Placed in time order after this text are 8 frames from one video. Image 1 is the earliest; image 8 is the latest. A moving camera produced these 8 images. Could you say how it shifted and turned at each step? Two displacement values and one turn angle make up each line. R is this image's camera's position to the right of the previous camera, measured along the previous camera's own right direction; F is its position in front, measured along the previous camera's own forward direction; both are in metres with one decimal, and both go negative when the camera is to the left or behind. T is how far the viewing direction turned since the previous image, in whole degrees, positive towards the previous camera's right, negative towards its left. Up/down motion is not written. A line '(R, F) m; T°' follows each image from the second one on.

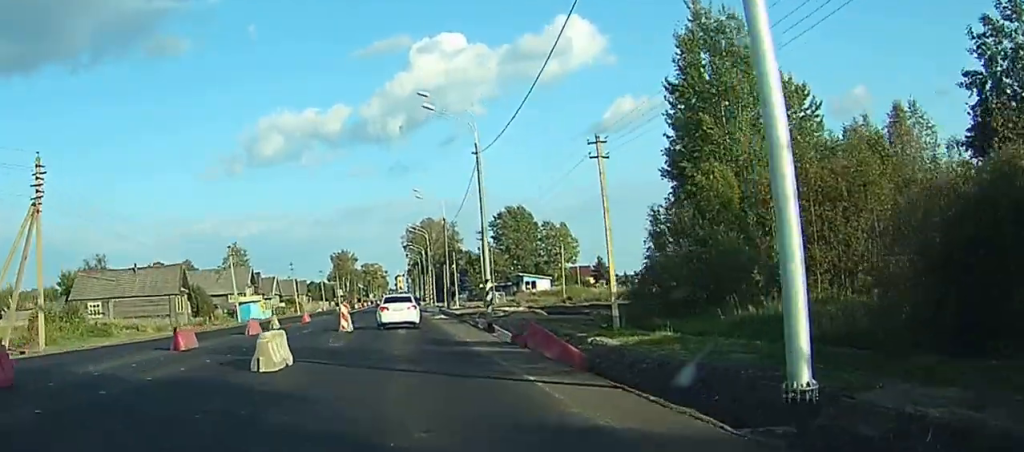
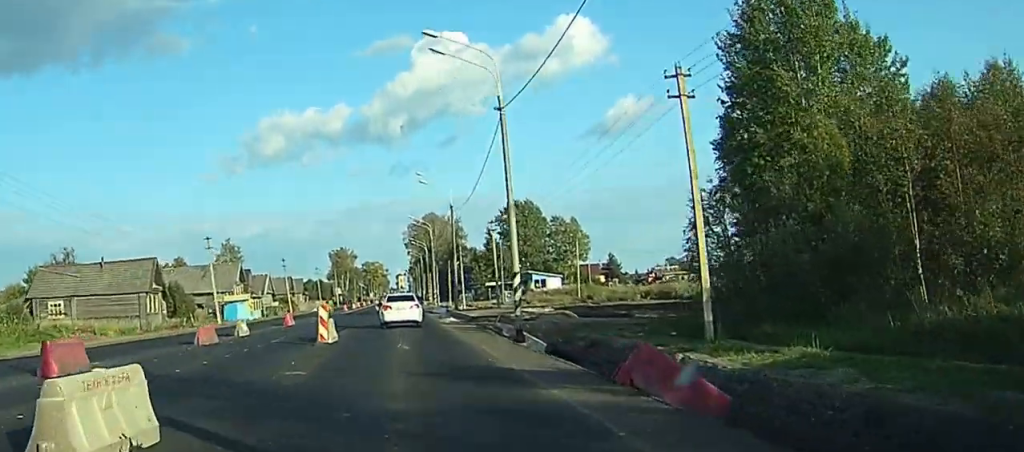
(0.0, +9.7) m; 0°
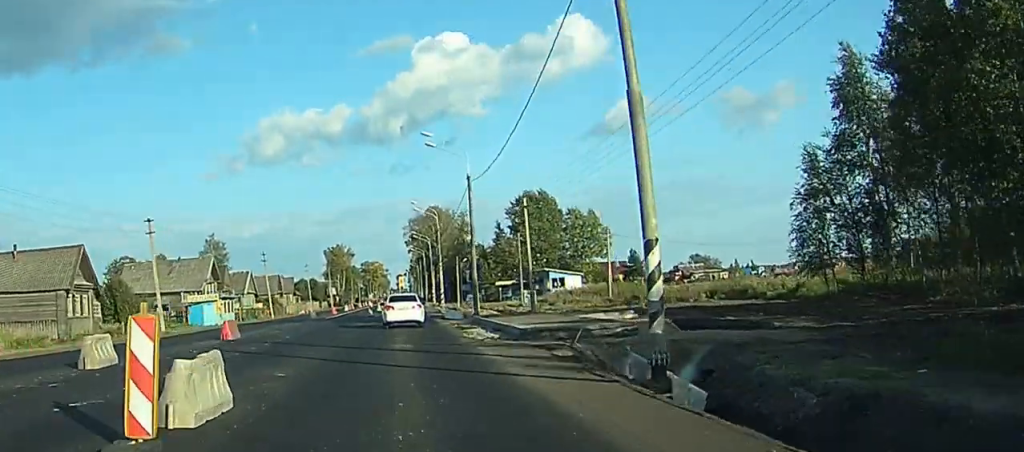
(+0.1, +17.2) m; 0°
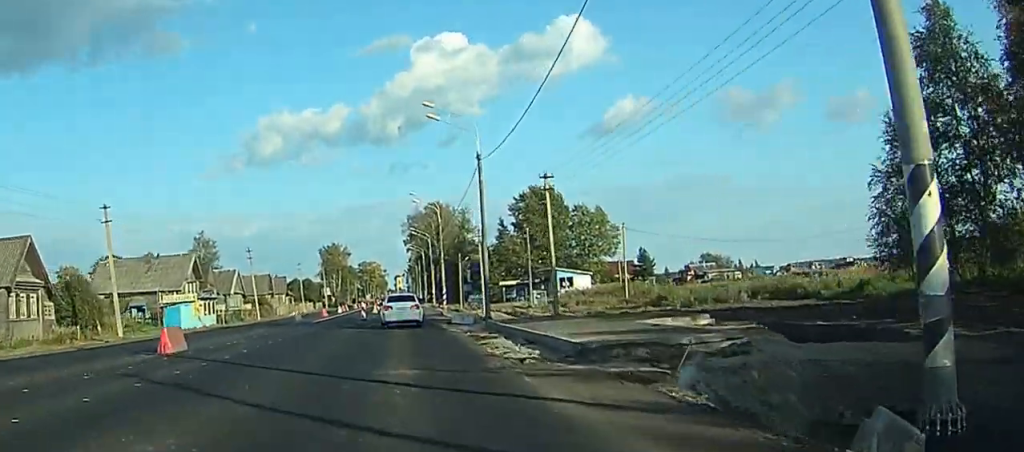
(0.0, +8.1) m; 0°
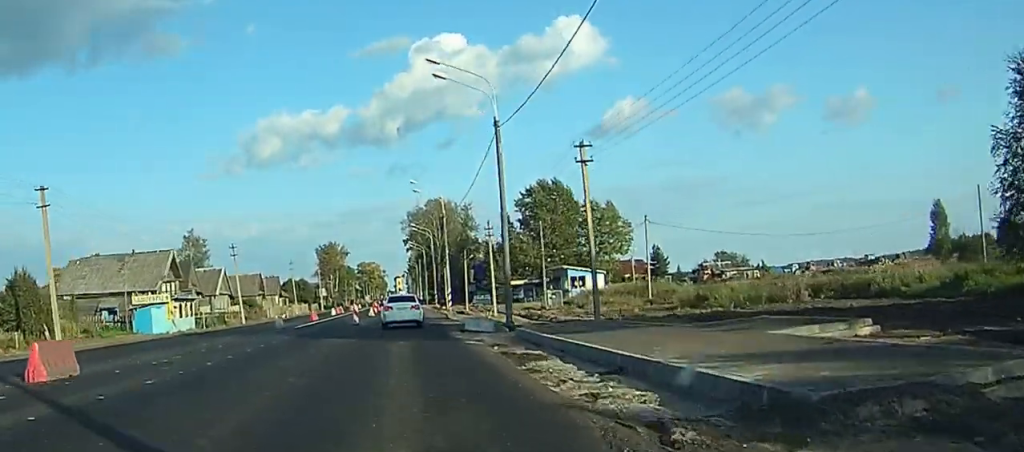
(0.0, +8.6) m; 0°
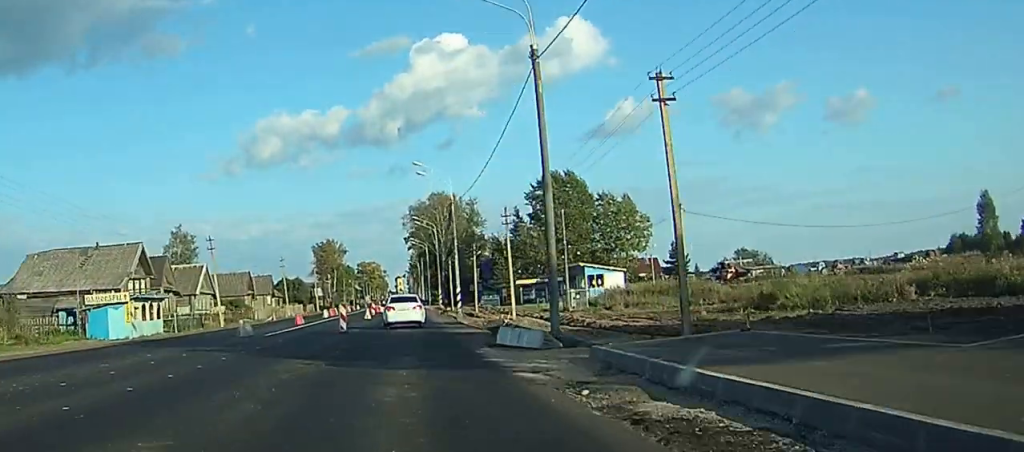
(0.0, +10.4) m; 0°
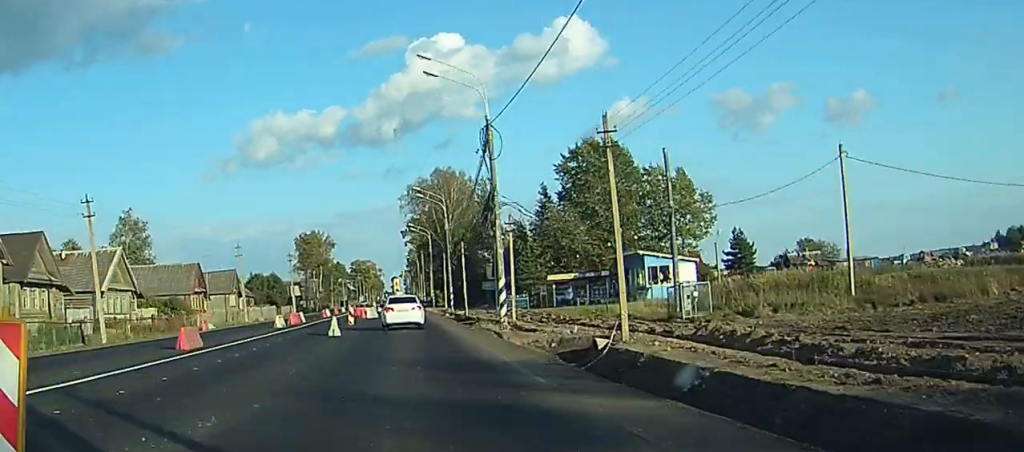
(+0.1, +29.6) m; +2°
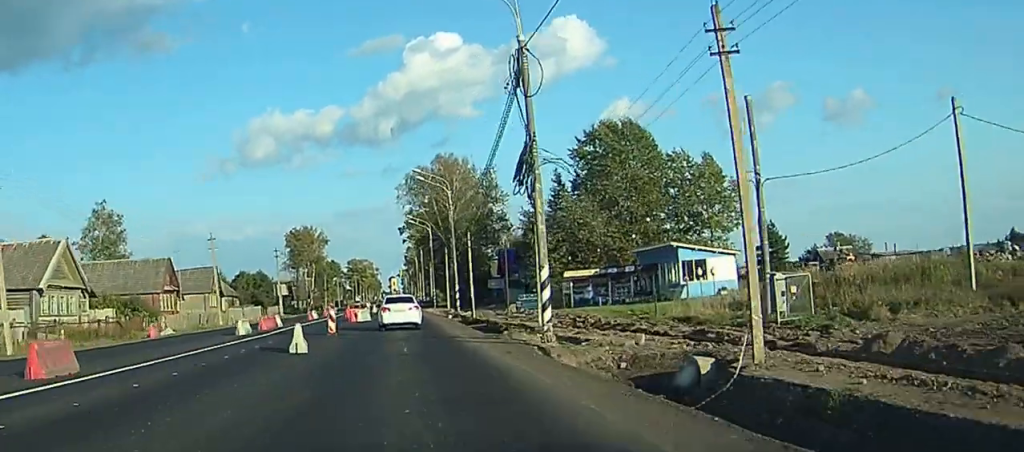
(-0.4, +12.5) m; +6°
